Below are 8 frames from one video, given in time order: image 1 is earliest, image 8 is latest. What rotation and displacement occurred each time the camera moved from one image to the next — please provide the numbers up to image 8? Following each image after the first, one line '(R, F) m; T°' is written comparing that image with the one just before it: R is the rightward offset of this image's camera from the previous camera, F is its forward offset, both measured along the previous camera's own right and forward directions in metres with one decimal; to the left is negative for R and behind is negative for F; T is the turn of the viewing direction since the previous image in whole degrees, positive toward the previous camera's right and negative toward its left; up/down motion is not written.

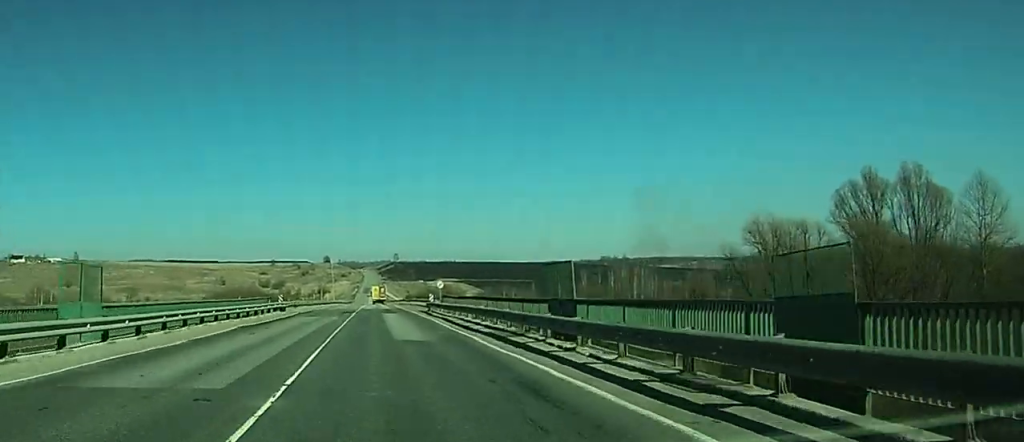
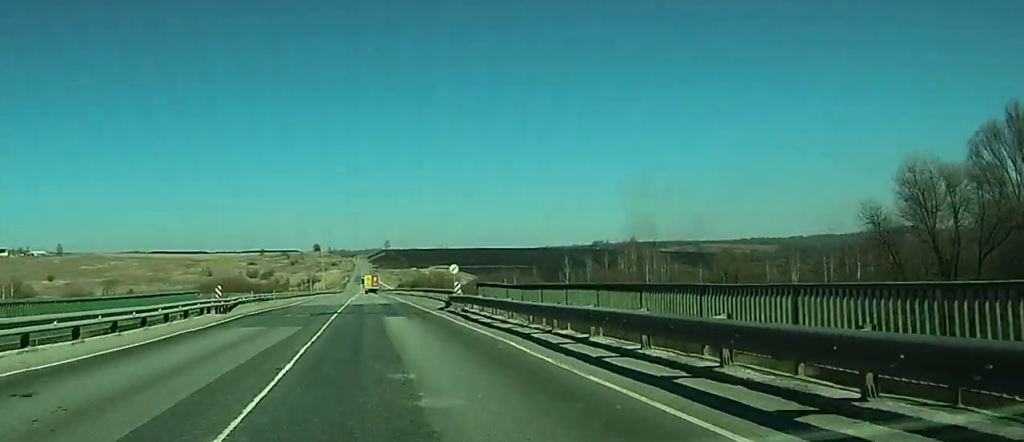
(0.0, +23.7) m; 0°
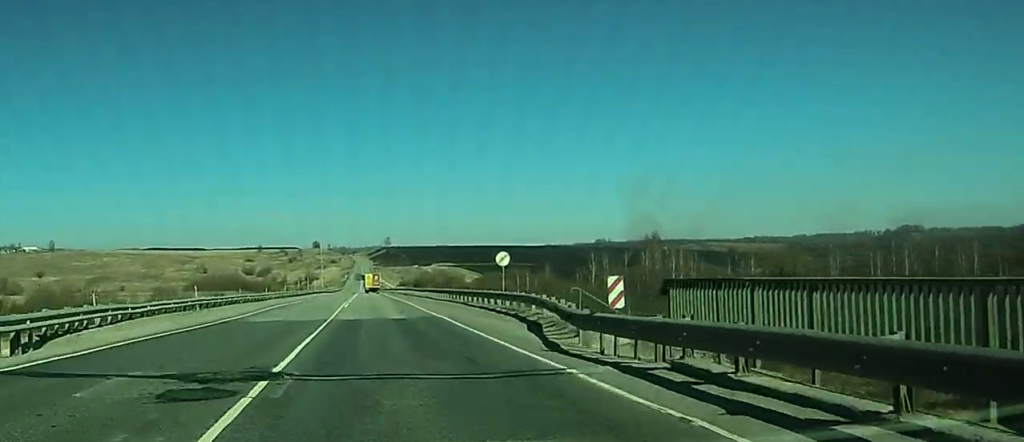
(0.0, +25.8) m; 0°
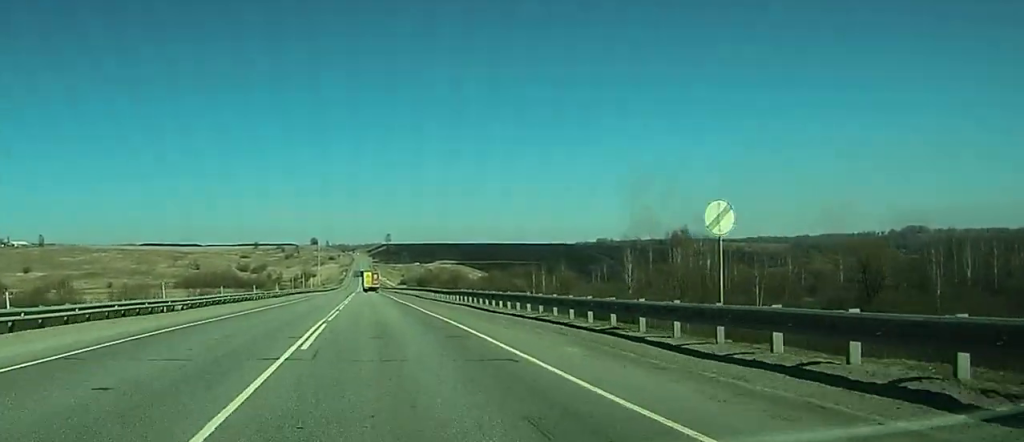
(0.0, +28.7) m; -1°
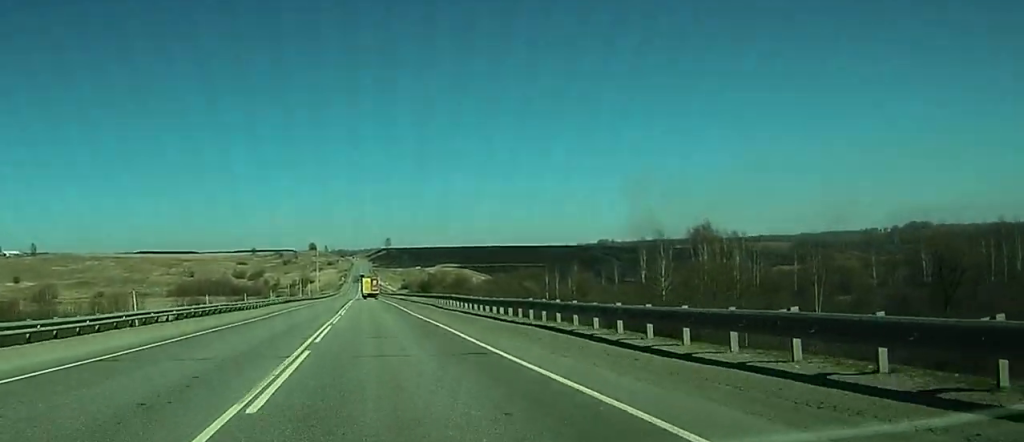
(-0.2, +19.3) m; -1°
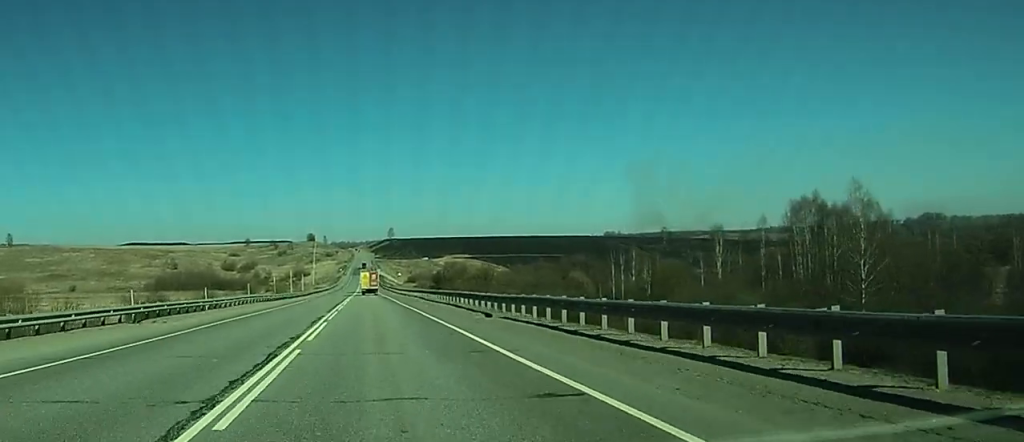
(-0.5, +63.0) m; 0°
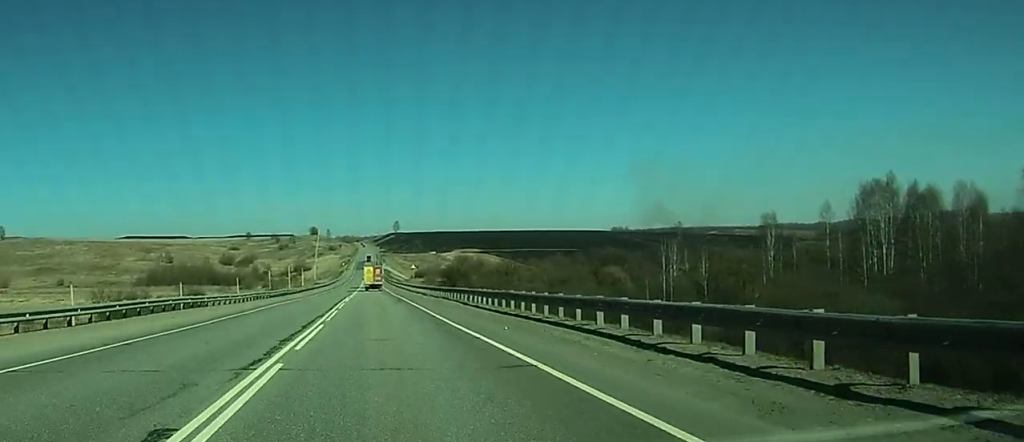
(0.0, +29.3) m; 0°
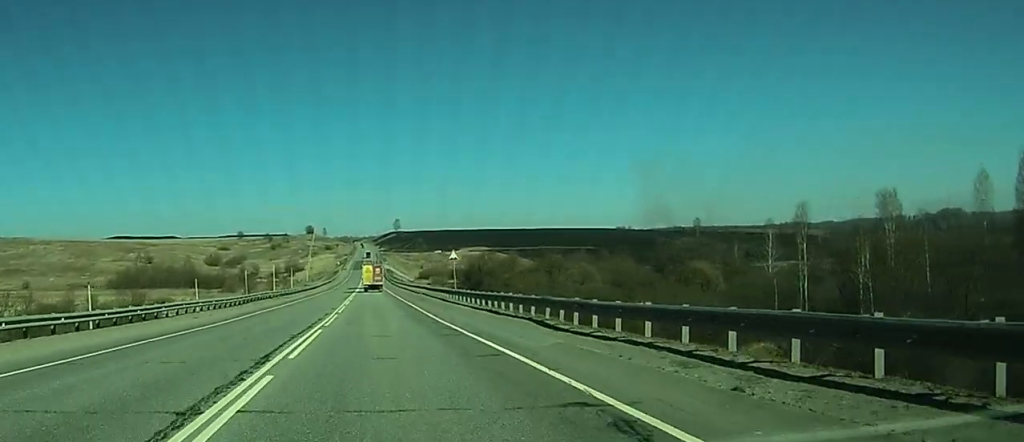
(-0.1, +55.8) m; 0°
